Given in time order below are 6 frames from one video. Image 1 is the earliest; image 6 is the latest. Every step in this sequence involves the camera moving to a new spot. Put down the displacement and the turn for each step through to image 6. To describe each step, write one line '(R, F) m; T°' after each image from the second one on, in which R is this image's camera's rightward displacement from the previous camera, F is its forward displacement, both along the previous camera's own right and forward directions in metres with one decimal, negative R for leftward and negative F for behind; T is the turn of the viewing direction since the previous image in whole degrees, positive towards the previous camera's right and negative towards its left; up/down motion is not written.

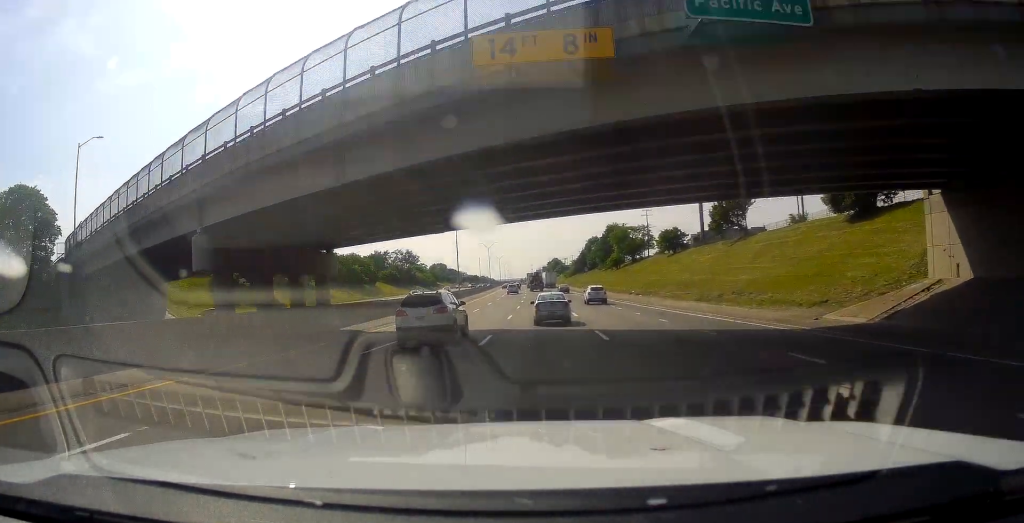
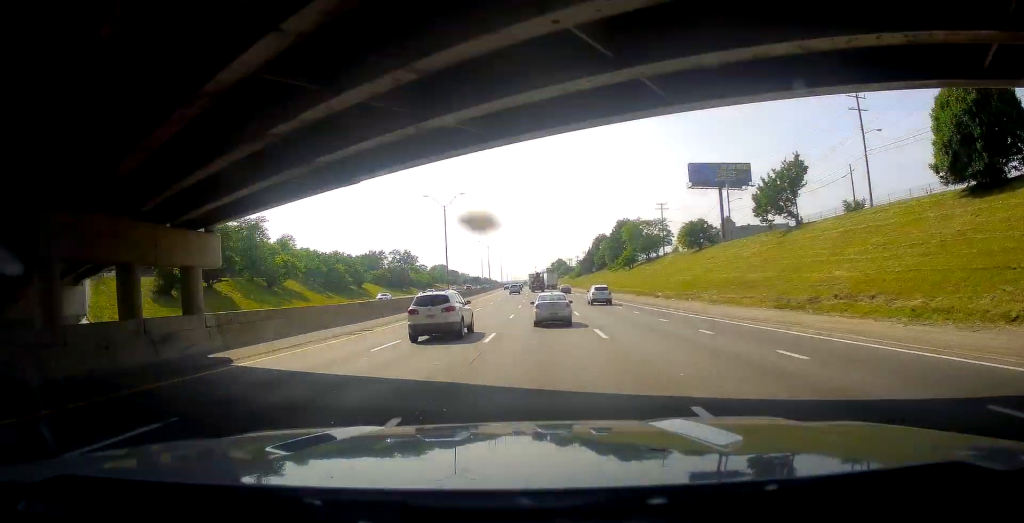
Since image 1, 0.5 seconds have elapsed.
(-0.1, +14.5) m; 0°
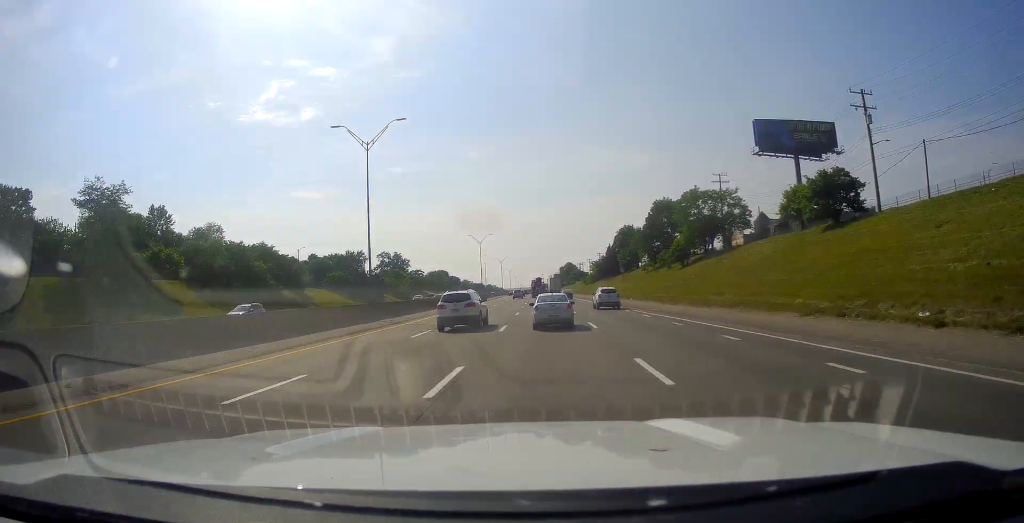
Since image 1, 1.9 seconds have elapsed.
(-0.5, +40.3) m; -2°
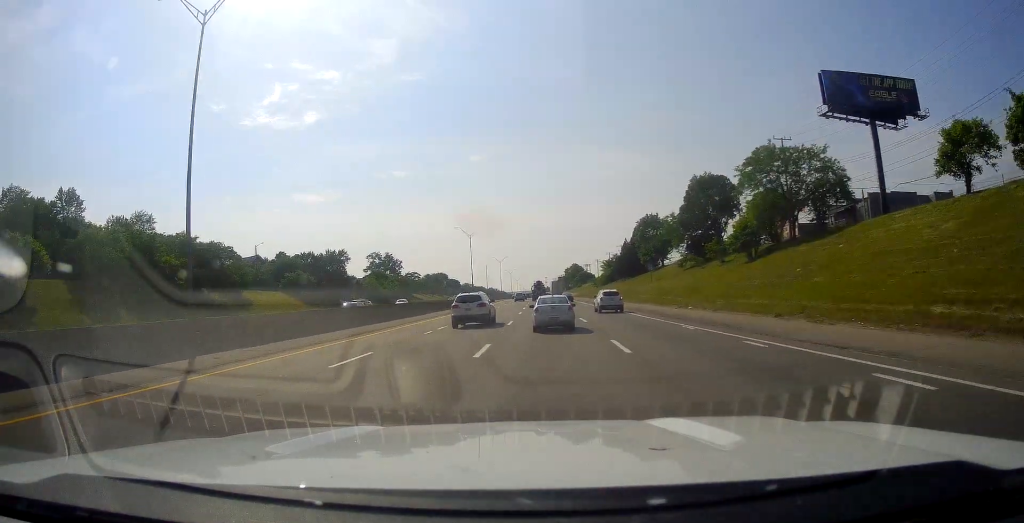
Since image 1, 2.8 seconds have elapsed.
(-0.4, +24.8) m; 0°
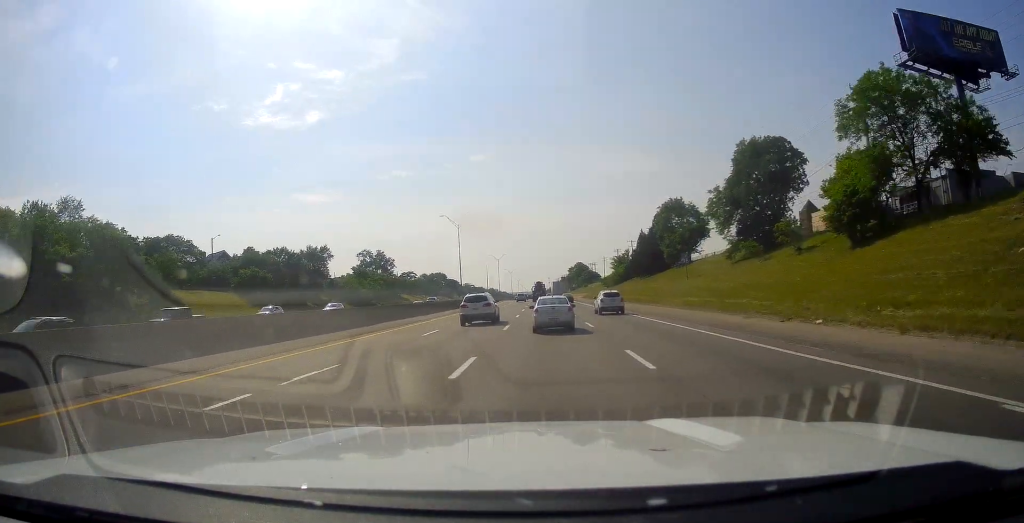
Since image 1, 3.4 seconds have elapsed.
(-0.1, +19.0) m; 0°
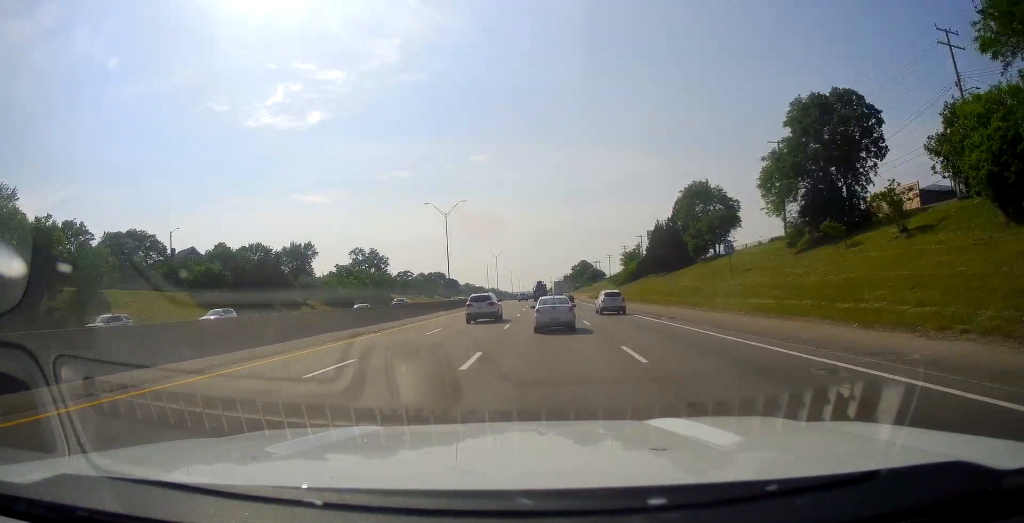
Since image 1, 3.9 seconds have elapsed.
(+0.3, +14.2) m; 0°
